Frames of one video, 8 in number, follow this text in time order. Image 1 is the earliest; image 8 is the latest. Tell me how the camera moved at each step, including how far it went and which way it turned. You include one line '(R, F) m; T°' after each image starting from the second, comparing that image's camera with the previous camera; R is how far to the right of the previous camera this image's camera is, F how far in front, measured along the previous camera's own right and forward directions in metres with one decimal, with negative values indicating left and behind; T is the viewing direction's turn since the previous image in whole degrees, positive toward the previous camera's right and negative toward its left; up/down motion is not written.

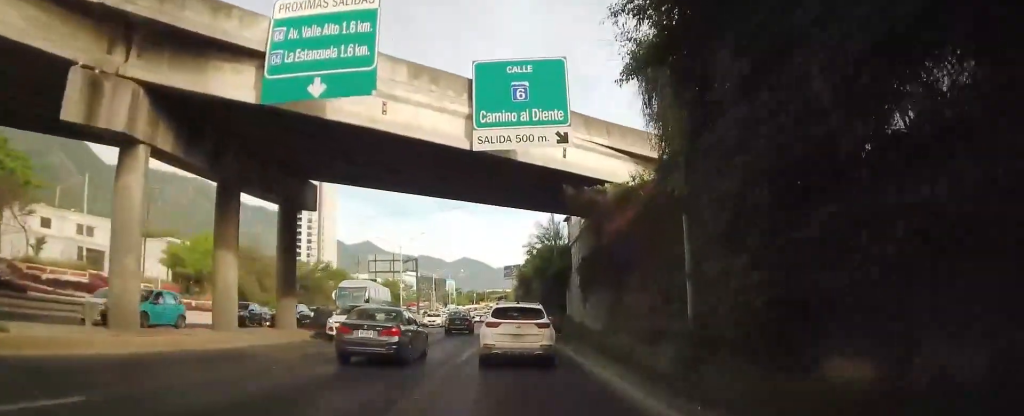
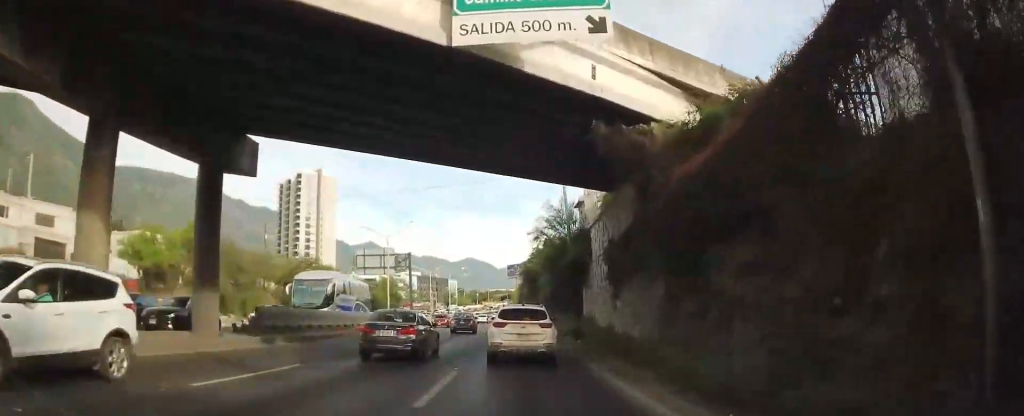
(0.0, +7.6) m; +1°
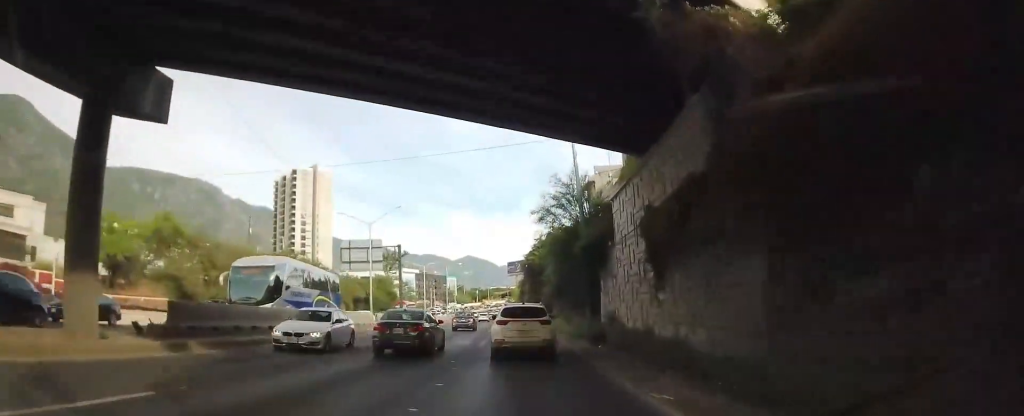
(0.0, +6.2) m; +1°
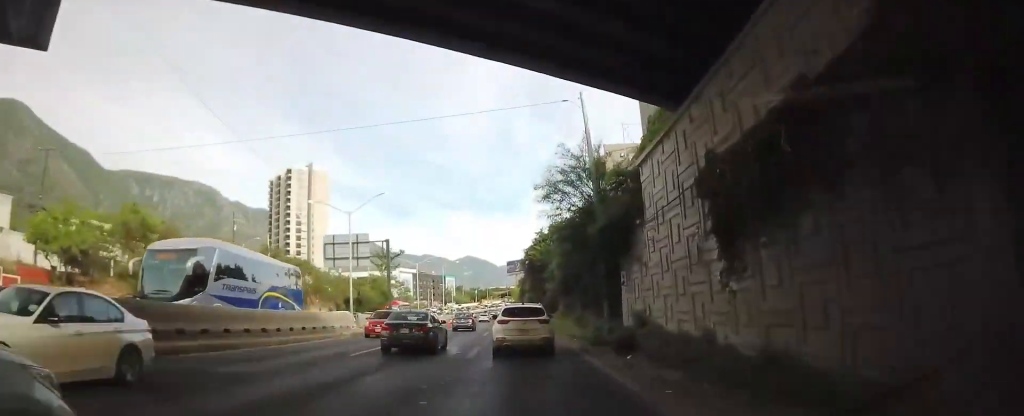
(+0.1, +5.3) m; +1°
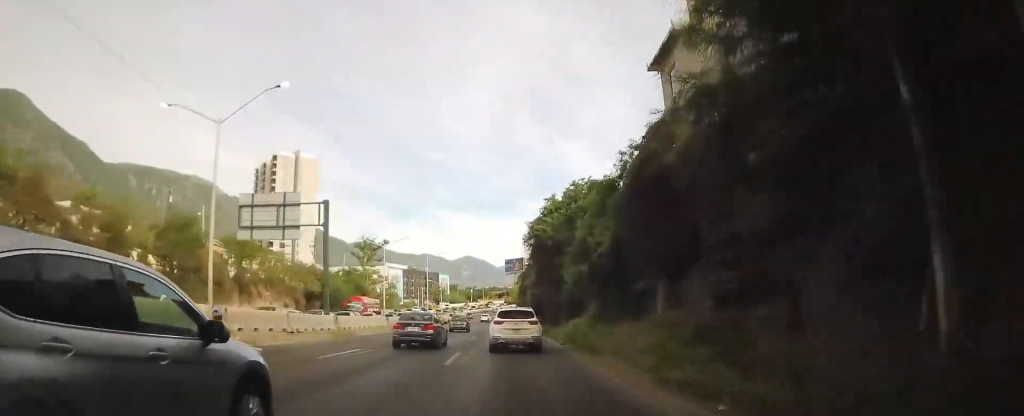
(+0.4, +18.4) m; +2°
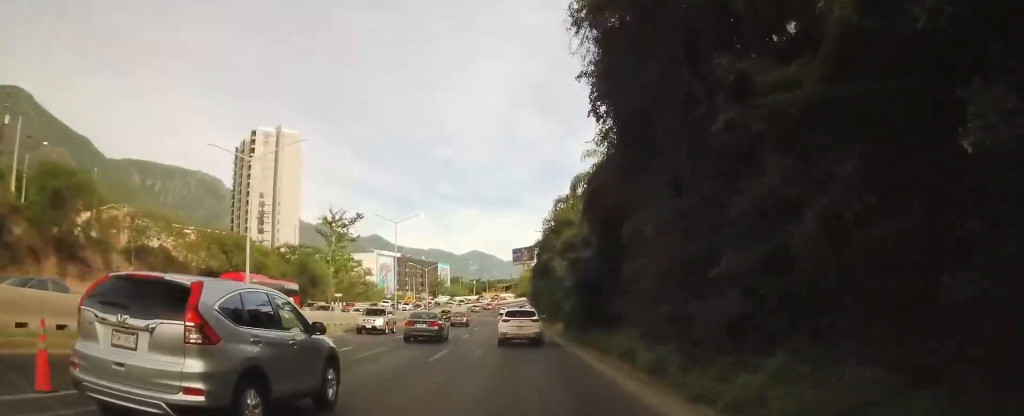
(-0.6, +31.2) m; -2°
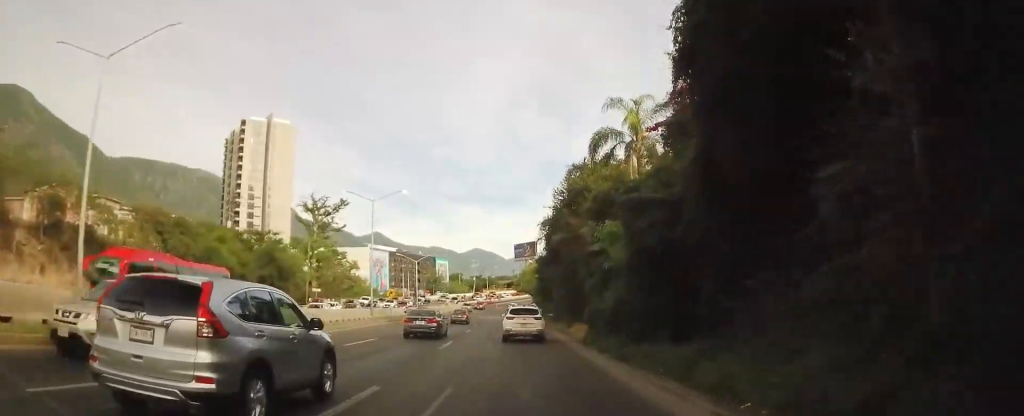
(+0.1, +11.6) m; 0°
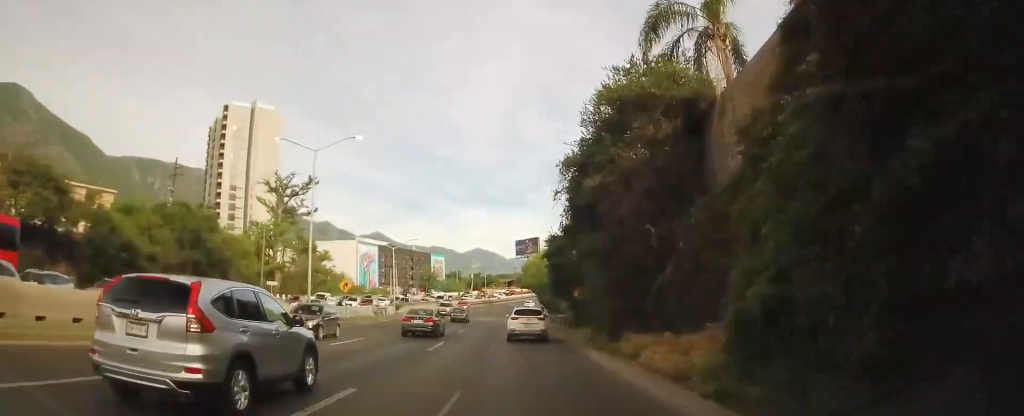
(0.0, +16.1) m; 0°
